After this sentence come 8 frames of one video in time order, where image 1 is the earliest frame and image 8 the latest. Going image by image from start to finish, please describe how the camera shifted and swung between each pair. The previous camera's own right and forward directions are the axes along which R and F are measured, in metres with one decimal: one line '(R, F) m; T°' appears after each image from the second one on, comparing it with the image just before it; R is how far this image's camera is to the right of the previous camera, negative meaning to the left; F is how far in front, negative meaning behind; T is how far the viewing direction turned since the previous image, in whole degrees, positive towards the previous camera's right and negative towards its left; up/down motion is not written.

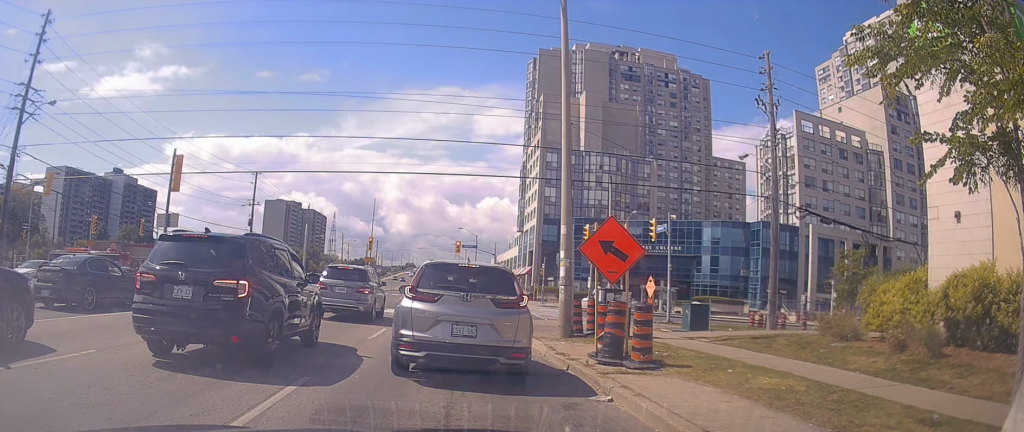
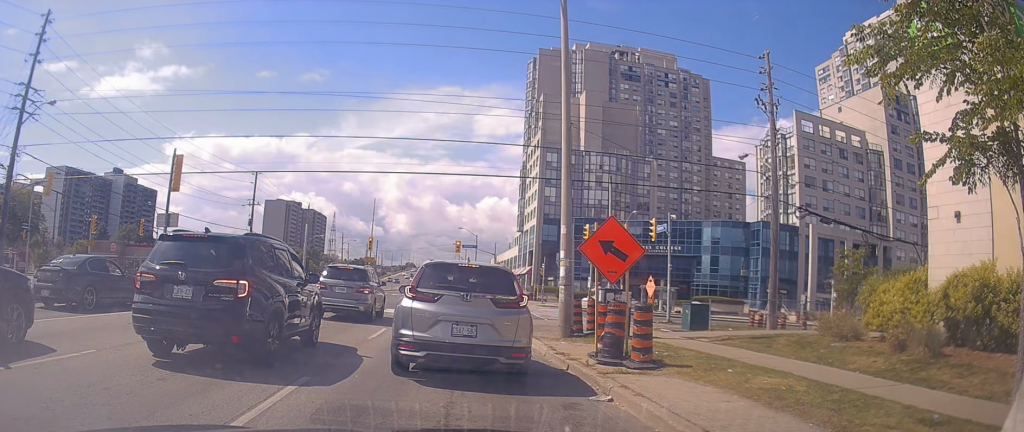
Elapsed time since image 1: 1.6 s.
(0.0, 0.0) m; 0°
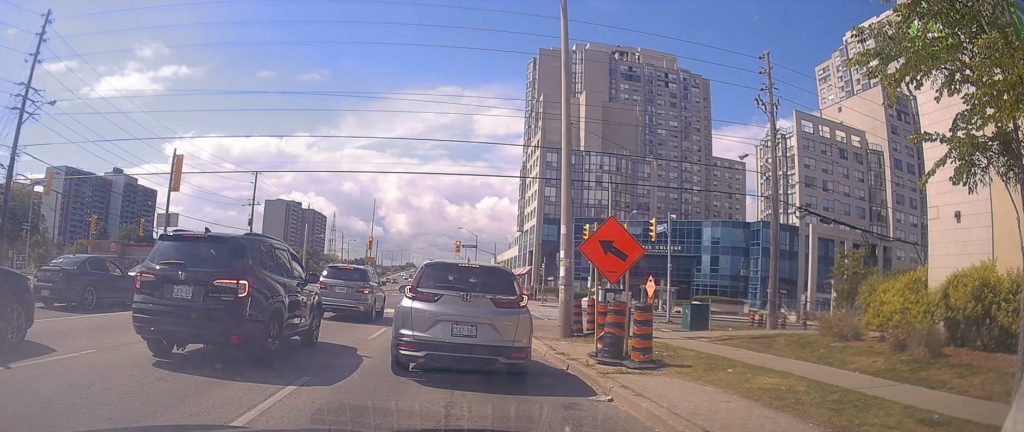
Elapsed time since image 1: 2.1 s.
(0.0, 0.0) m; 0°
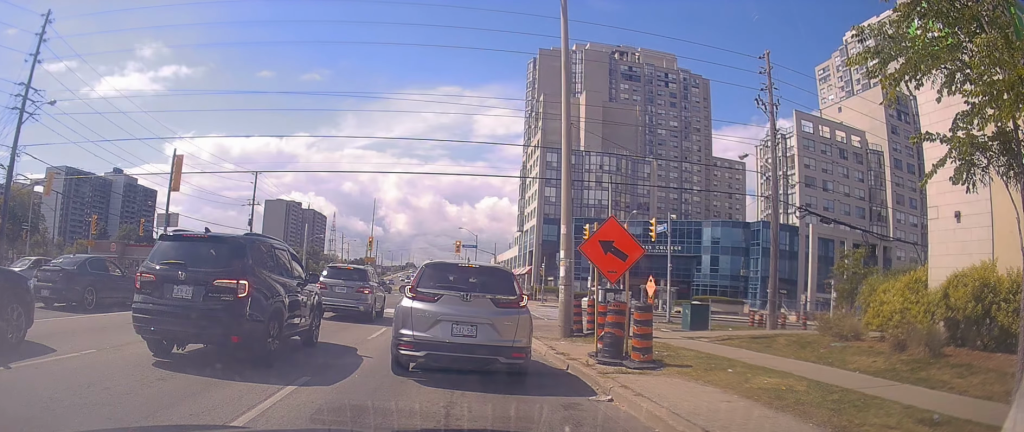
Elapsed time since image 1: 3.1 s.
(0.0, 0.0) m; 0°
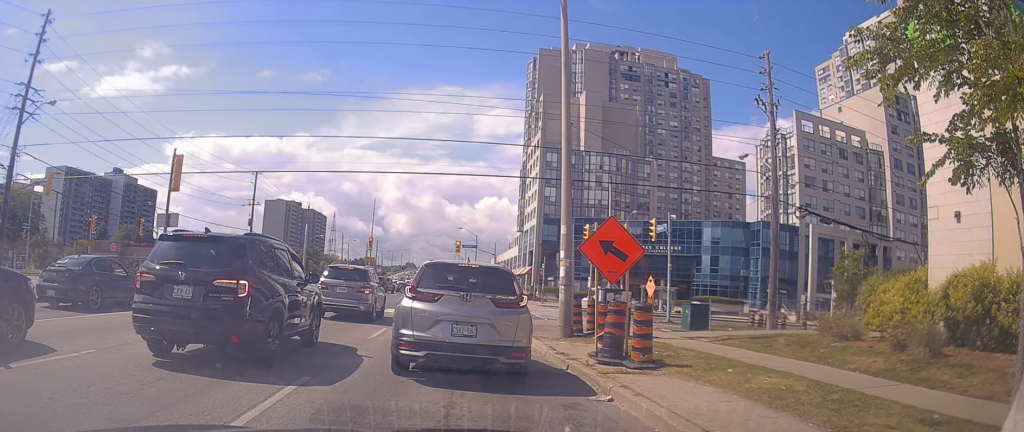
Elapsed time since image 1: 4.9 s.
(0.0, 0.0) m; 0°
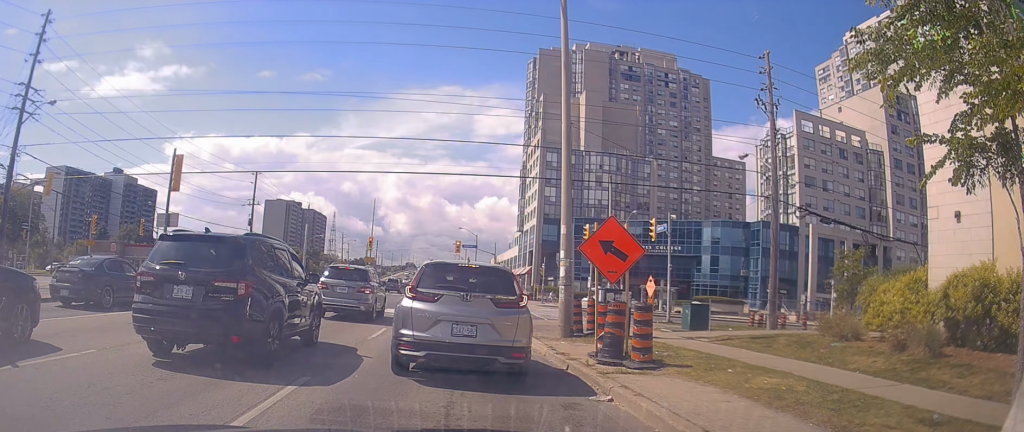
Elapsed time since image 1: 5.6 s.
(0.0, 0.0) m; 0°
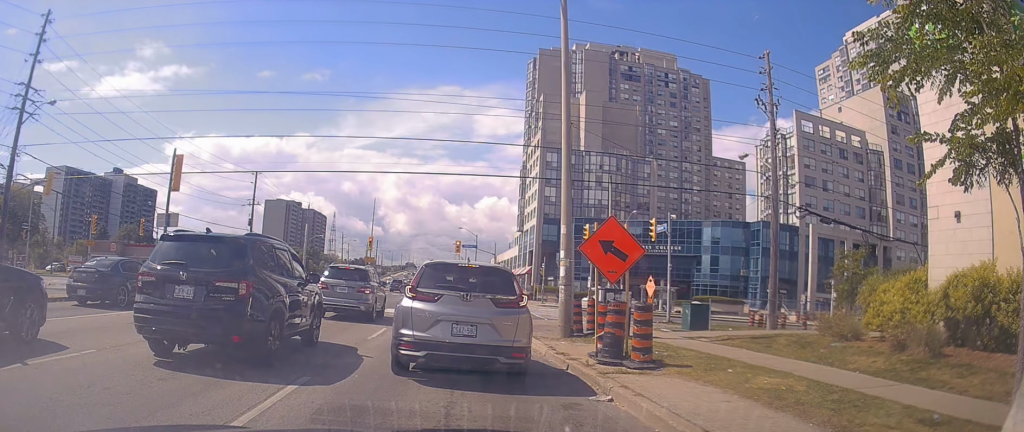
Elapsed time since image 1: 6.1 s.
(0.0, 0.0) m; 0°
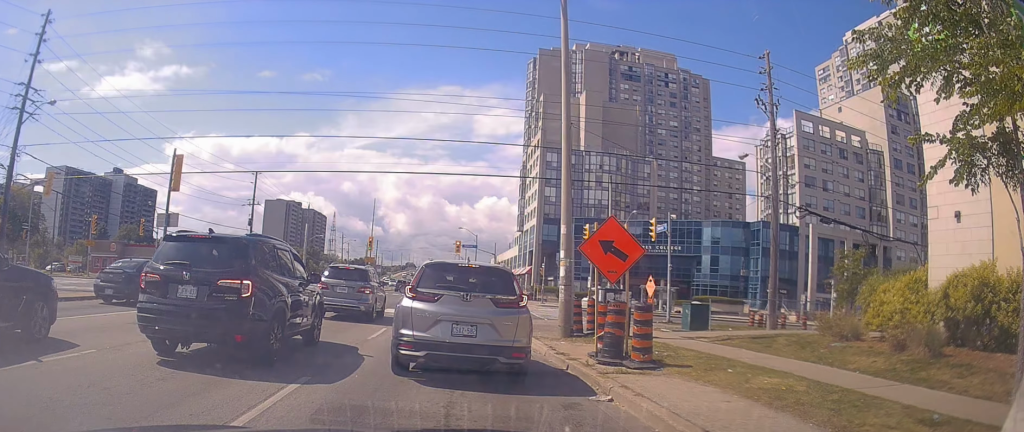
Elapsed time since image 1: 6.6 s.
(0.0, 0.0) m; 0°
